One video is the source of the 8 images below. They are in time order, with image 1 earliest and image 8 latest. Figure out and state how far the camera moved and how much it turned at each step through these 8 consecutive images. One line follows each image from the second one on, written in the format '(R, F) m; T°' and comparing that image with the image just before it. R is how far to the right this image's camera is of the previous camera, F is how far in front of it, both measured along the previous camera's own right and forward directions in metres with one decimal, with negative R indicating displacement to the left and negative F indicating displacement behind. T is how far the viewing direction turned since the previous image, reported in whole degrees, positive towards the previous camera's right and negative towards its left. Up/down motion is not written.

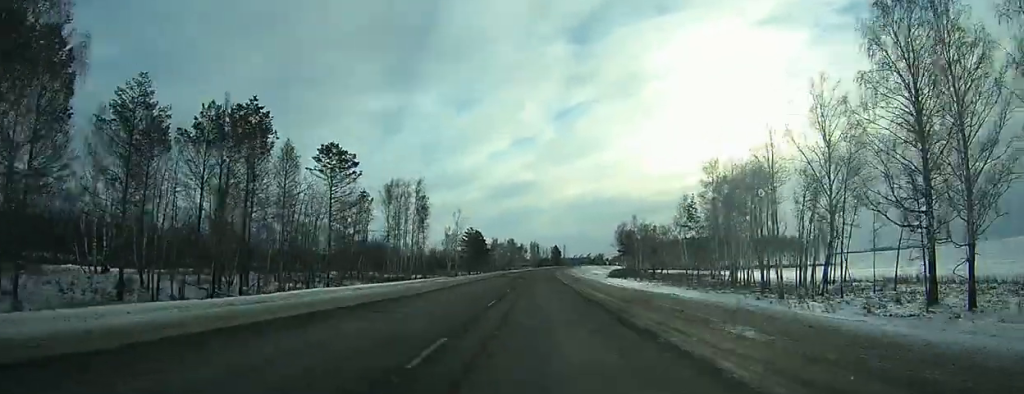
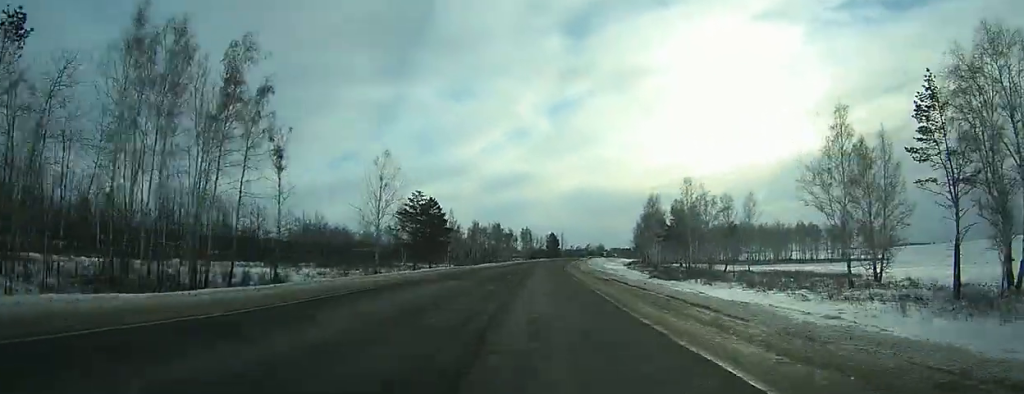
(+0.3, +64.1) m; +1°
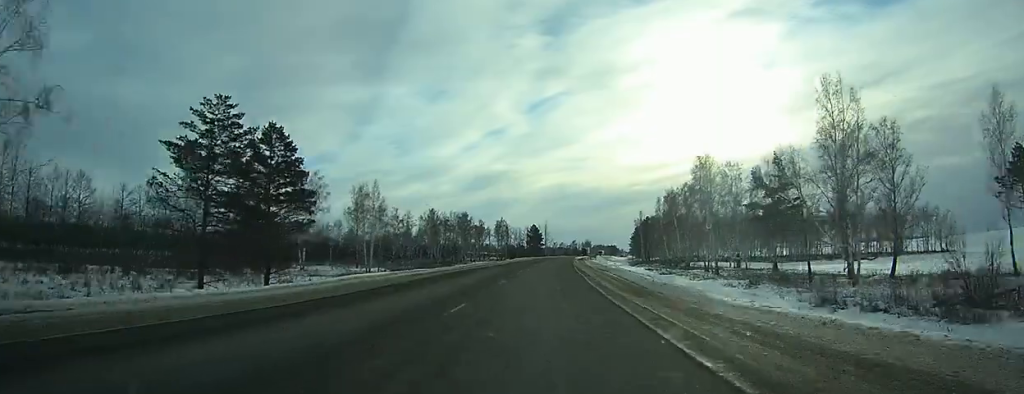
(+0.9, +57.7) m; +1°
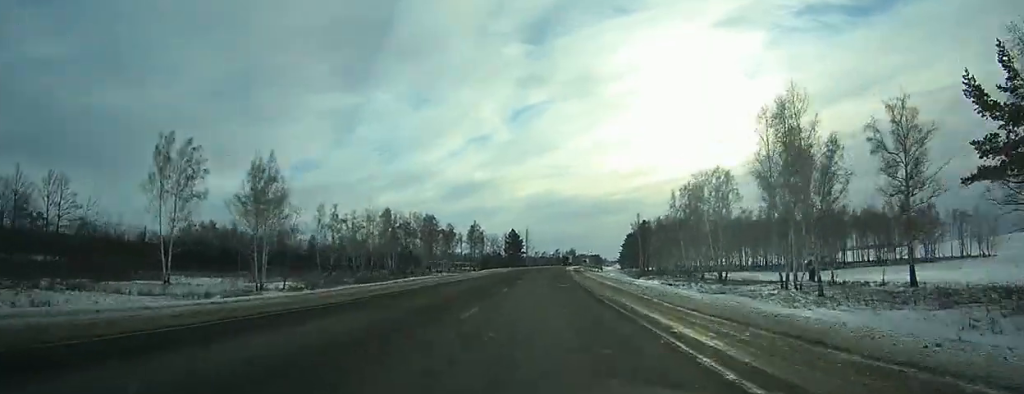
(+0.1, +35.9) m; +1°
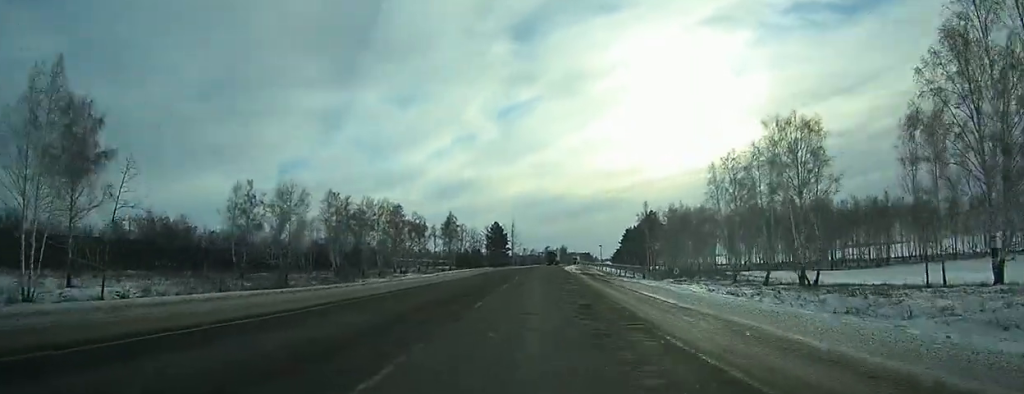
(+0.5, +34.0) m; +1°
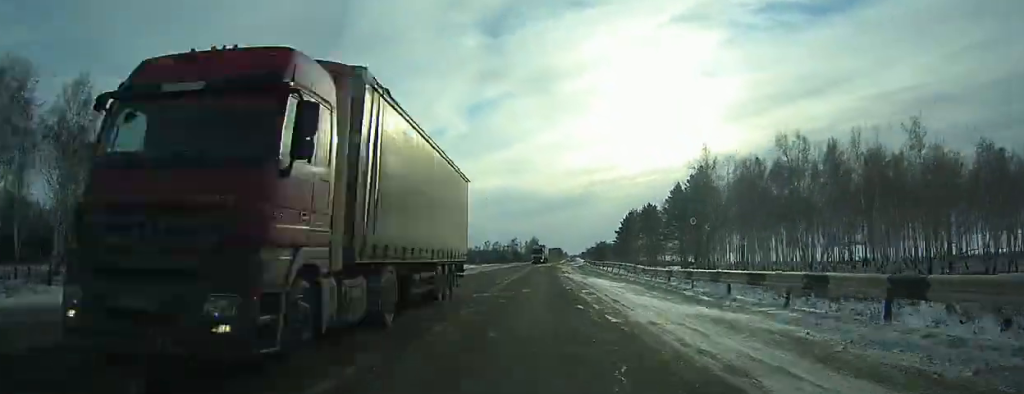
(+2.4, +82.5) m; +3°
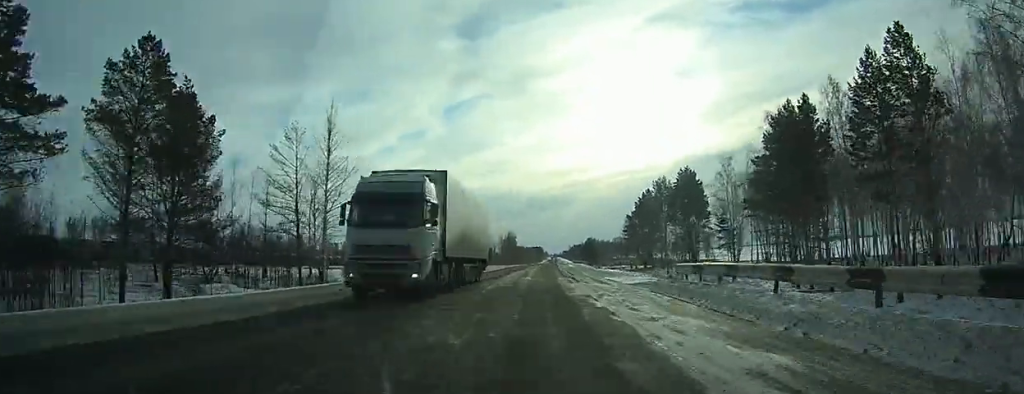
(+1.2, +59.5) m; +2°
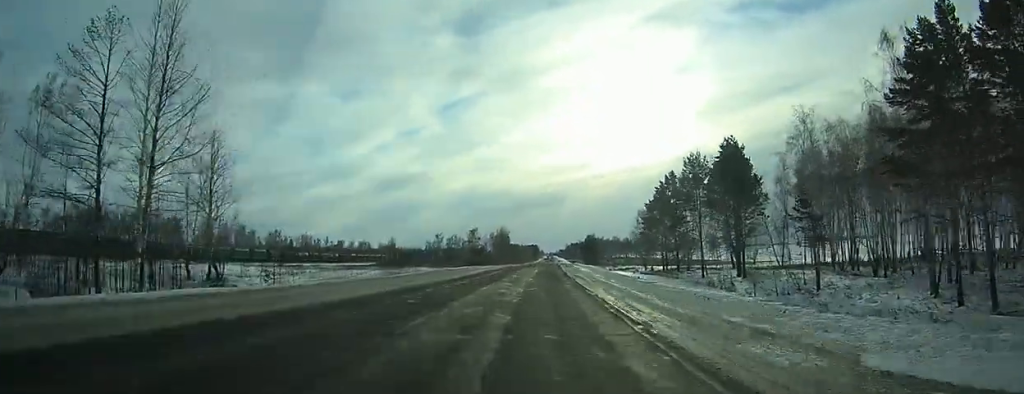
(+0.1, +25.1) m; +1°
